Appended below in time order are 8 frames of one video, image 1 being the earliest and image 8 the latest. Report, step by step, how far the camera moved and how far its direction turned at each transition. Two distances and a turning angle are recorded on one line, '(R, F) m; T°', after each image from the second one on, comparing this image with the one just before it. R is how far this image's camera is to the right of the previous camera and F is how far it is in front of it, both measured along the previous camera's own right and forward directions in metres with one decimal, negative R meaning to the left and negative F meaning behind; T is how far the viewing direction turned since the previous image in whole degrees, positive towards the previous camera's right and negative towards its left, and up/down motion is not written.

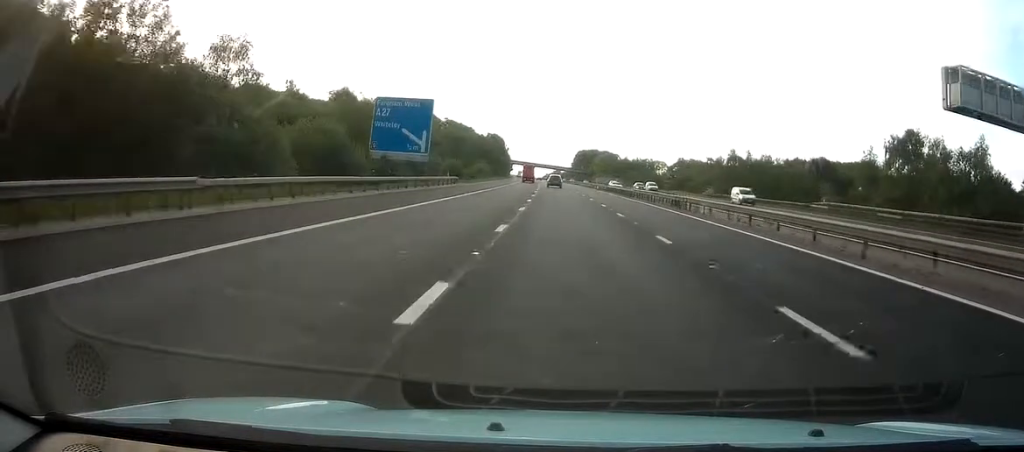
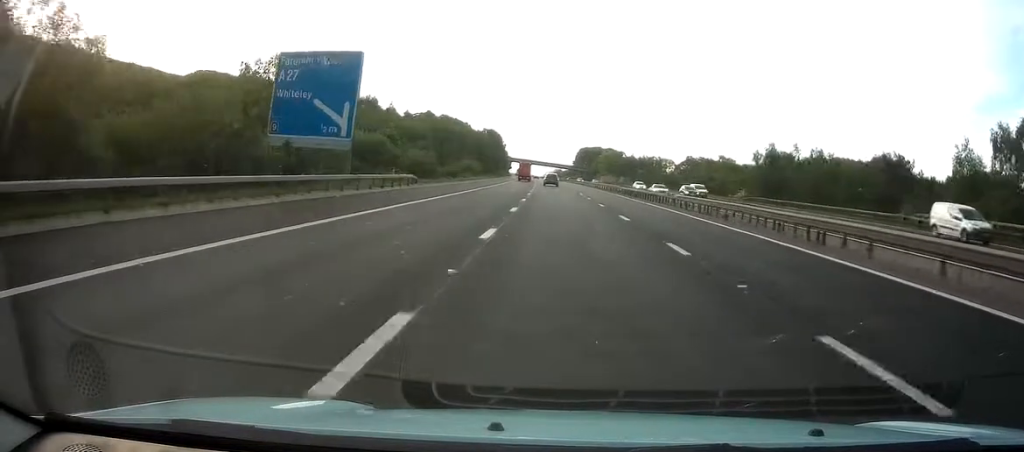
(-0.2, +19.4) m; 0°
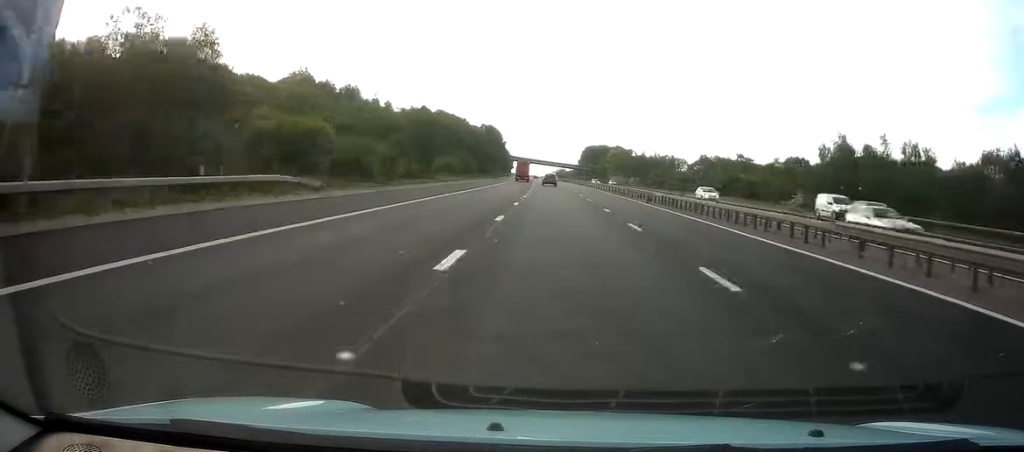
(-0.1, +21.6) m; 0°
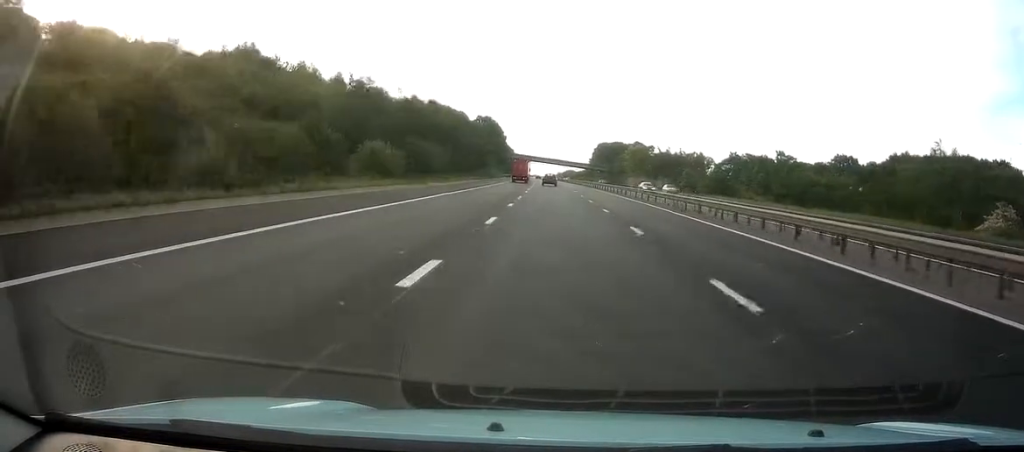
(-0.1, +36.3) m; 0°
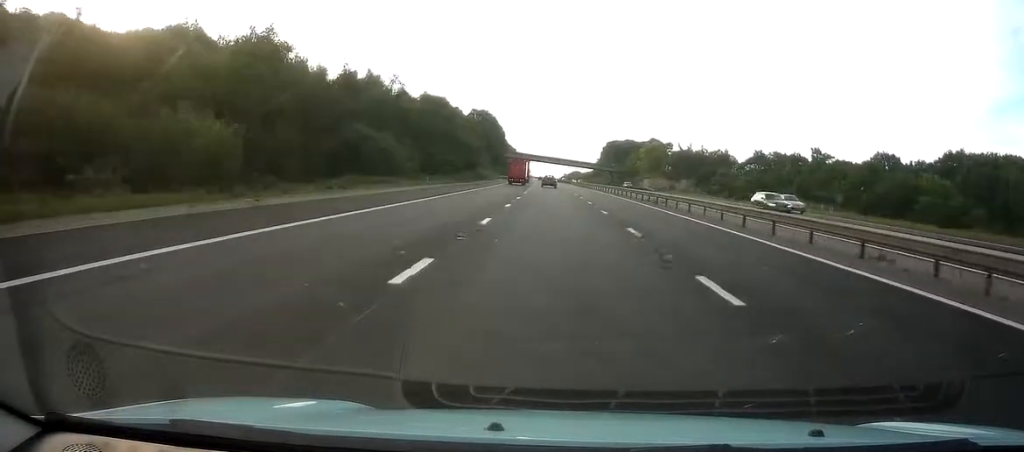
(0.0, +26.2) m; 0°
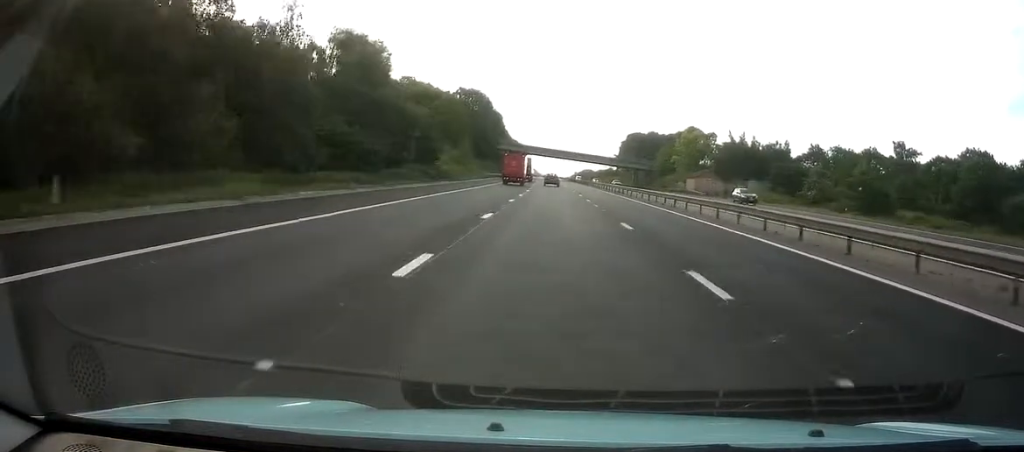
(-0.2, +43.5) m; -1°
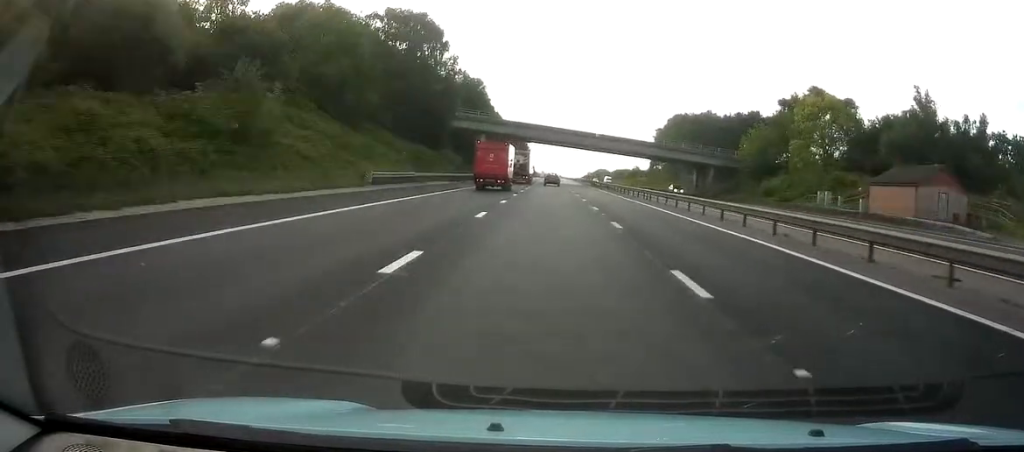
(-1.0, +70.8) m; -2°
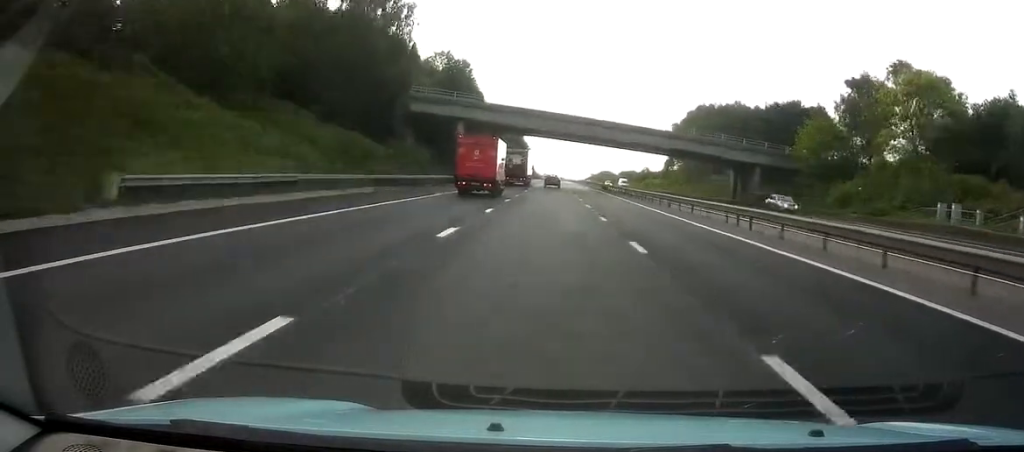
(-0.1, +22.7) m; 0°
